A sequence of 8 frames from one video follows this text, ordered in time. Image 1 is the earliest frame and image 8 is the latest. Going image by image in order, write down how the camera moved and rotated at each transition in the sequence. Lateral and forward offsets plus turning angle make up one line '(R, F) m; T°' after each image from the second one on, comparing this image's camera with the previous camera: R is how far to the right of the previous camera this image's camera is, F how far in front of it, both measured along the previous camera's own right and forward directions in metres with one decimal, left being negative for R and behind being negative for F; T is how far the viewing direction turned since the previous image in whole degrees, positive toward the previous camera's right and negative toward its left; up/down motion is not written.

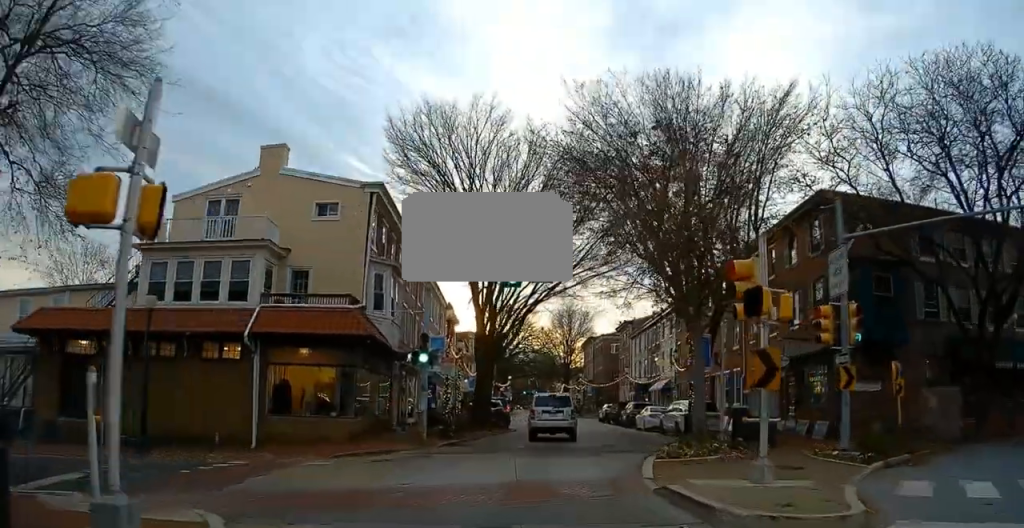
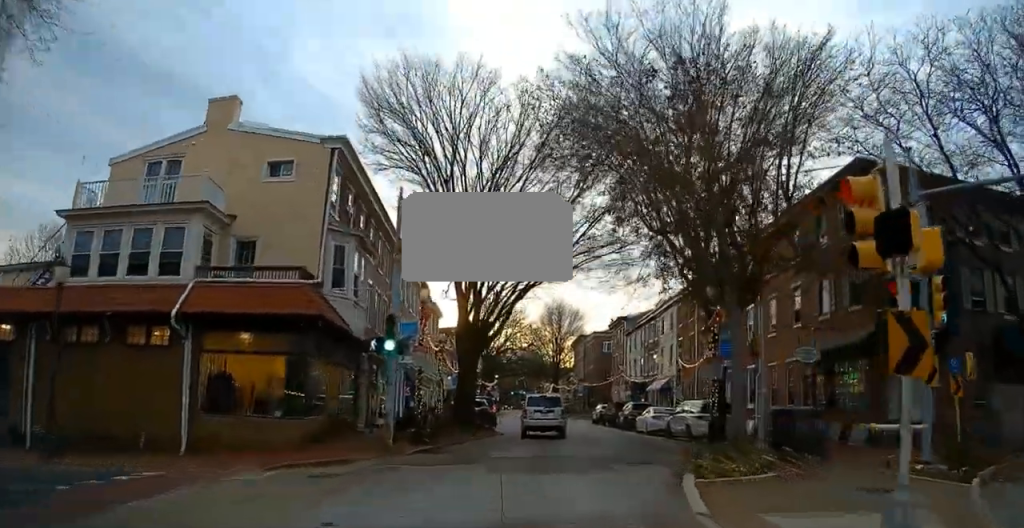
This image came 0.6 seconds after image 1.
(-0.5, +4.2) m; +2°
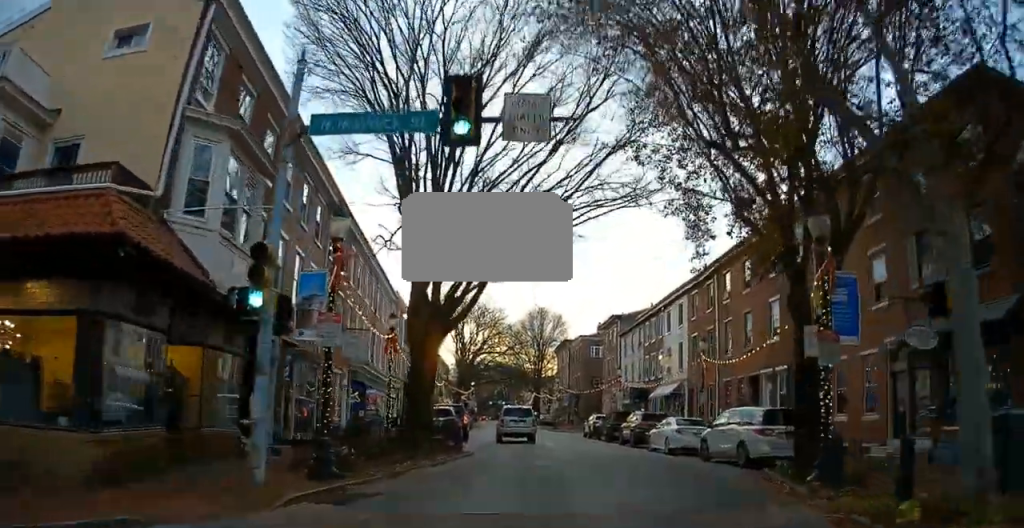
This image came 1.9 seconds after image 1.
(+1.1, +8.9) m; +9°
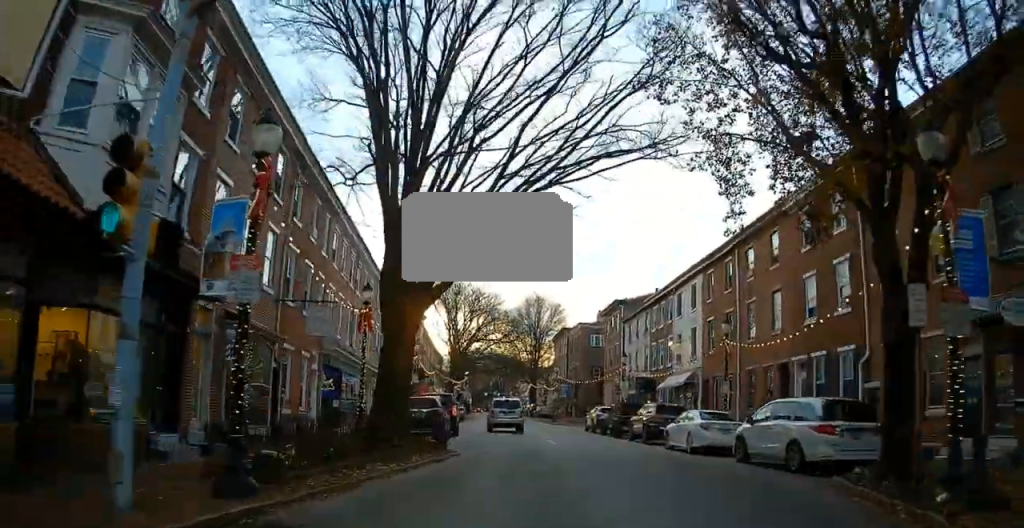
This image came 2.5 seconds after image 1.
(-0.2, +4.2) m; -2°
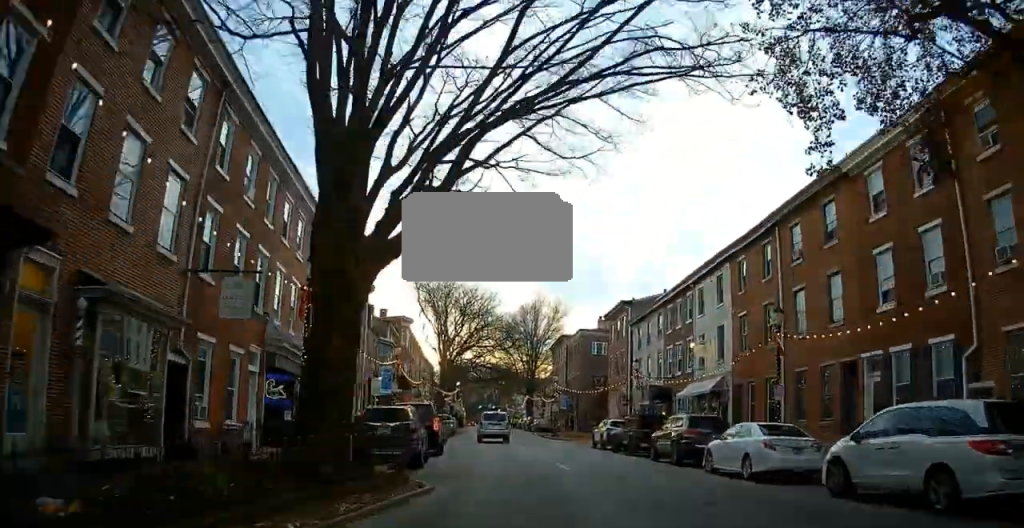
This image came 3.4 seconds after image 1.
(-0.1, +6.1) m; +1°
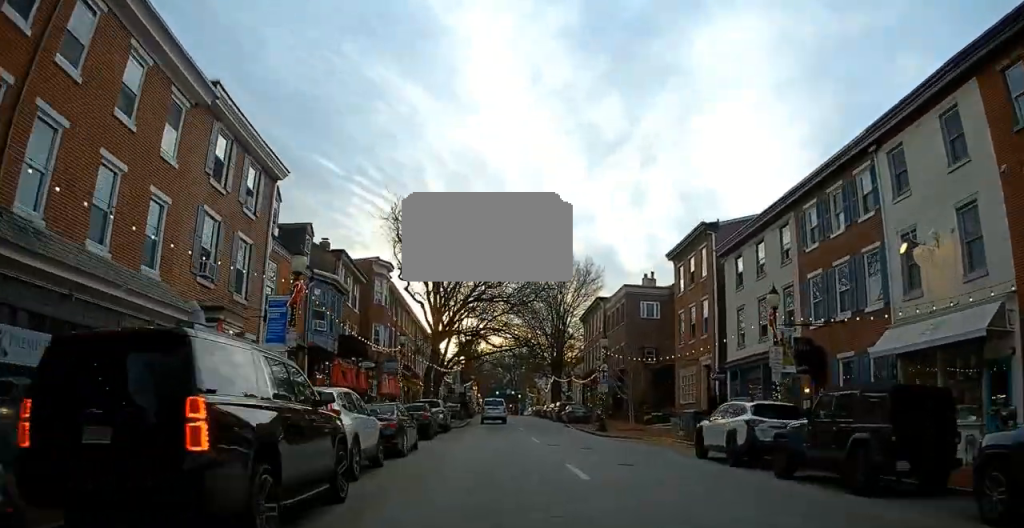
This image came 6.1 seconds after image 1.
(+0.7, +18.1) m; +3°
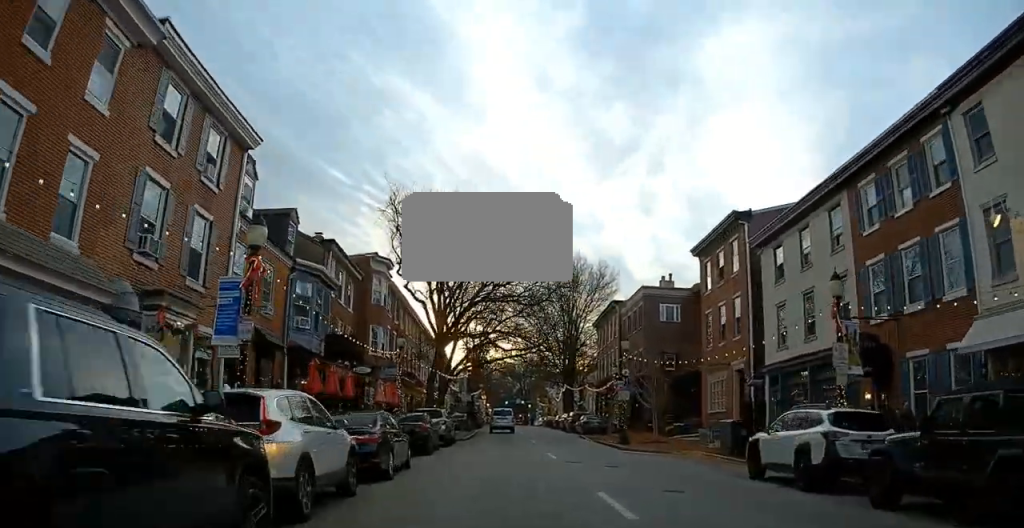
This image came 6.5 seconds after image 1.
(-0.1, +3.5) m; +4°
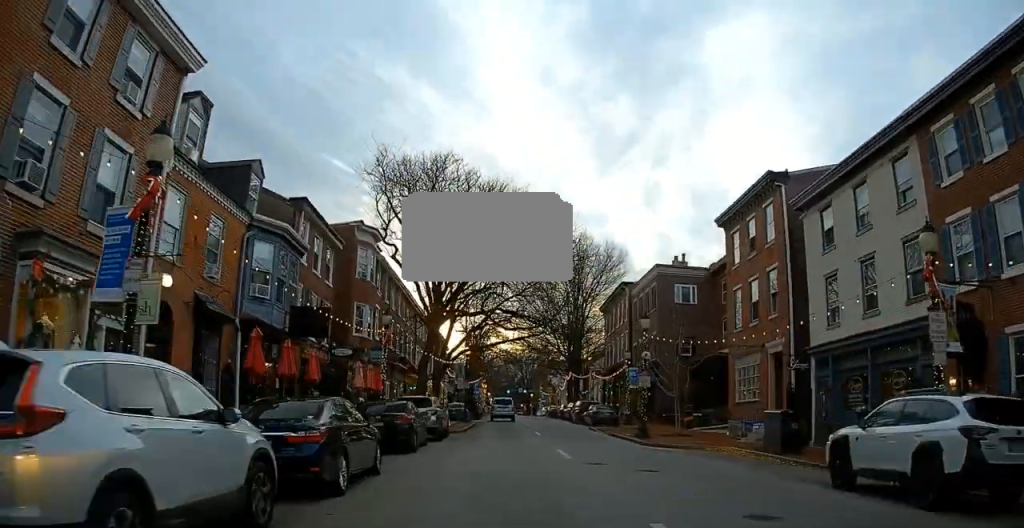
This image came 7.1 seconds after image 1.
(0.0, +3.9) m; +6°
